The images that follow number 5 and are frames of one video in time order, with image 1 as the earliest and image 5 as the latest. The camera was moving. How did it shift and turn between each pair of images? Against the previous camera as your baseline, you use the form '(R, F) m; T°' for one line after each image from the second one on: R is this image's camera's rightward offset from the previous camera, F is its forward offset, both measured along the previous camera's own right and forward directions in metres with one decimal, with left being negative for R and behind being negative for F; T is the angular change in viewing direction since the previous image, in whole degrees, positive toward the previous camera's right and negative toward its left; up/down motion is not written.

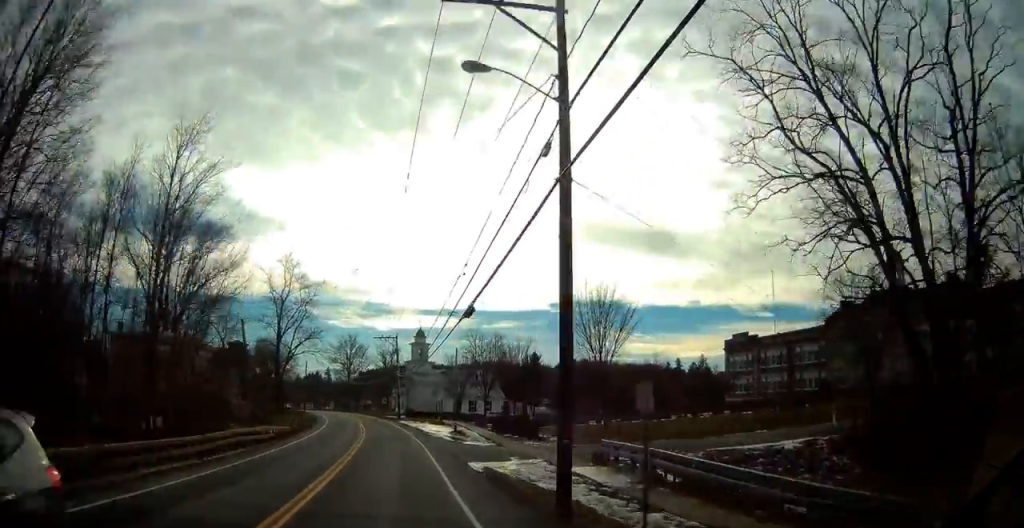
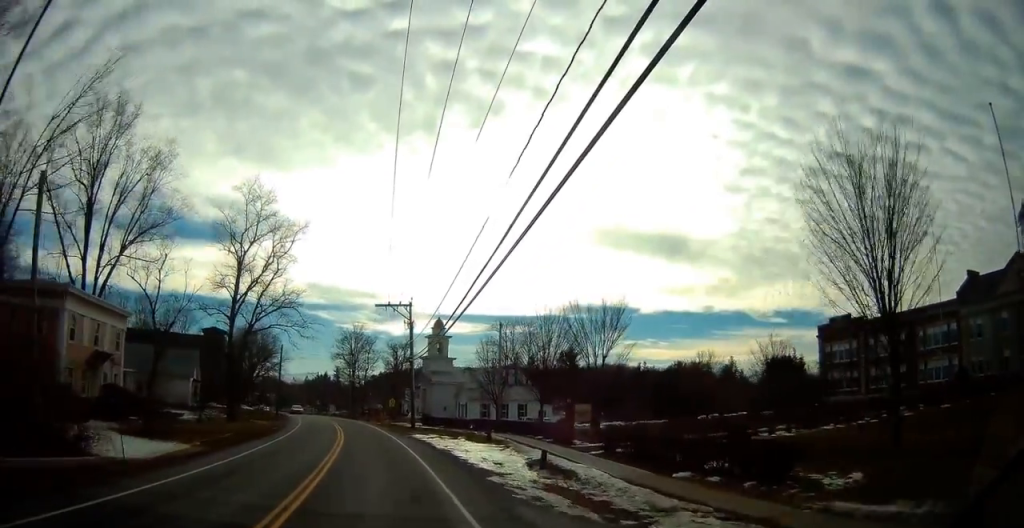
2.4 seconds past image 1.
(+0.1, +24.8) m; -2°
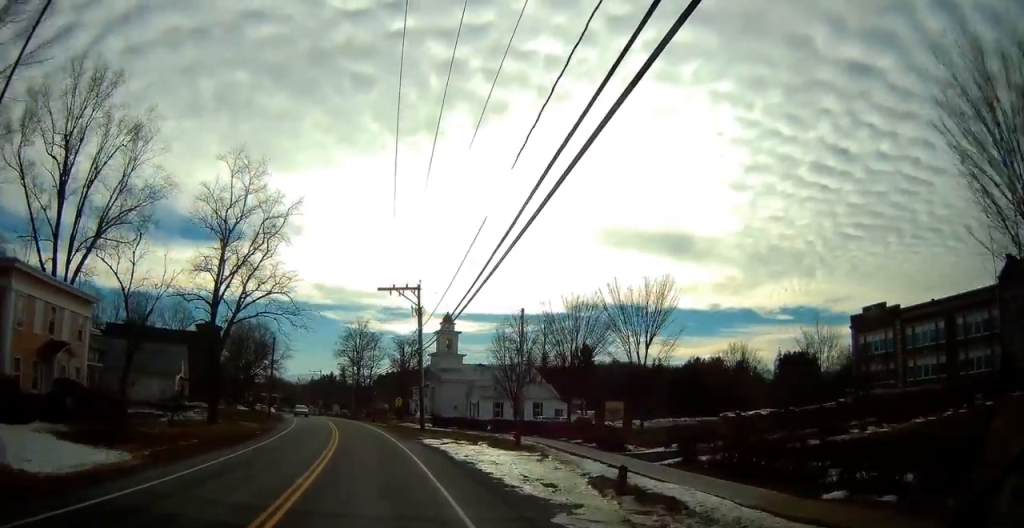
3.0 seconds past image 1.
(-0.2, +6.4) m; -1°
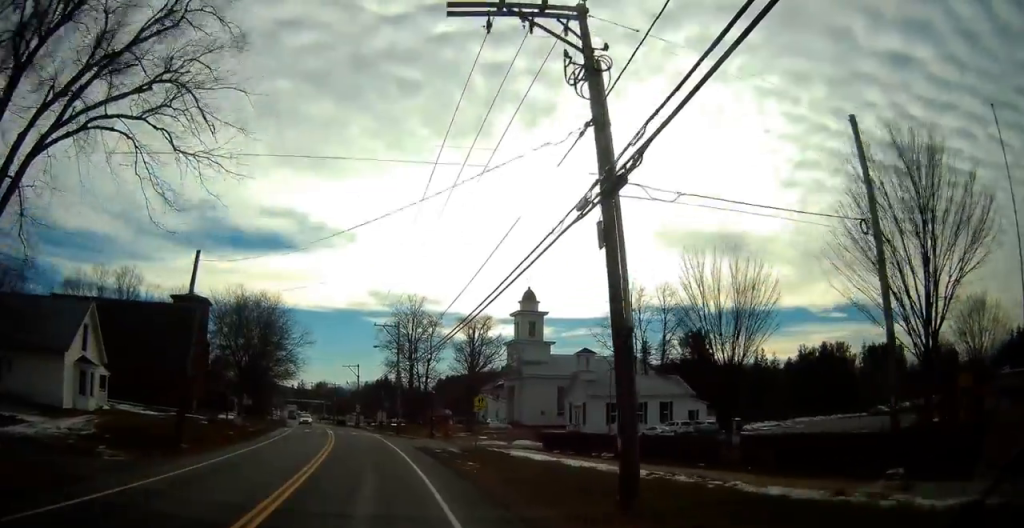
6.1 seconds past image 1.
(-1.5, +30.5) m; -7°
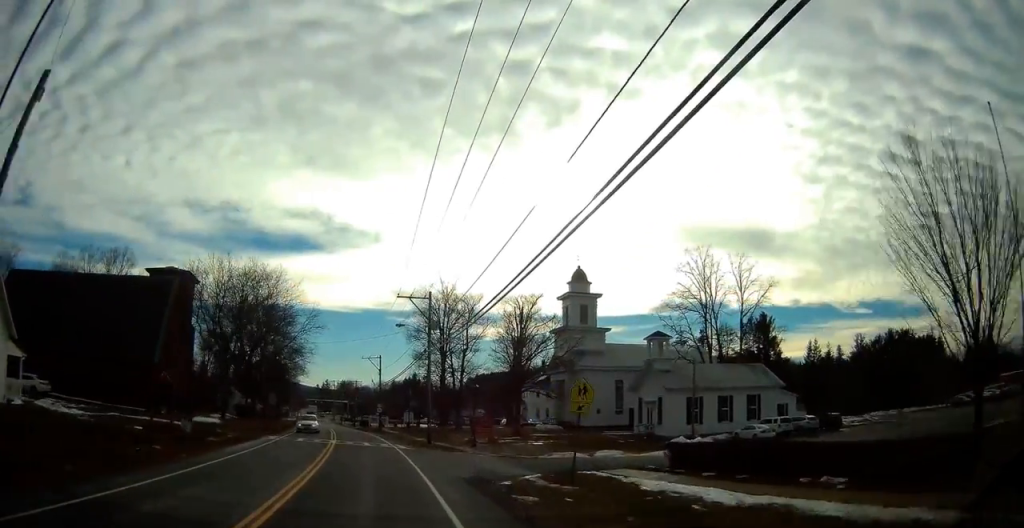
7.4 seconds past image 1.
(-0.4, +13.6) m; -3°
